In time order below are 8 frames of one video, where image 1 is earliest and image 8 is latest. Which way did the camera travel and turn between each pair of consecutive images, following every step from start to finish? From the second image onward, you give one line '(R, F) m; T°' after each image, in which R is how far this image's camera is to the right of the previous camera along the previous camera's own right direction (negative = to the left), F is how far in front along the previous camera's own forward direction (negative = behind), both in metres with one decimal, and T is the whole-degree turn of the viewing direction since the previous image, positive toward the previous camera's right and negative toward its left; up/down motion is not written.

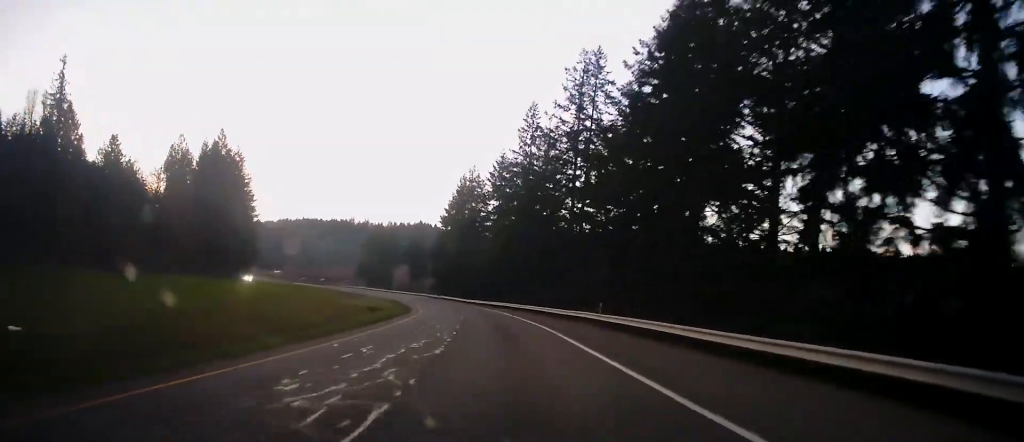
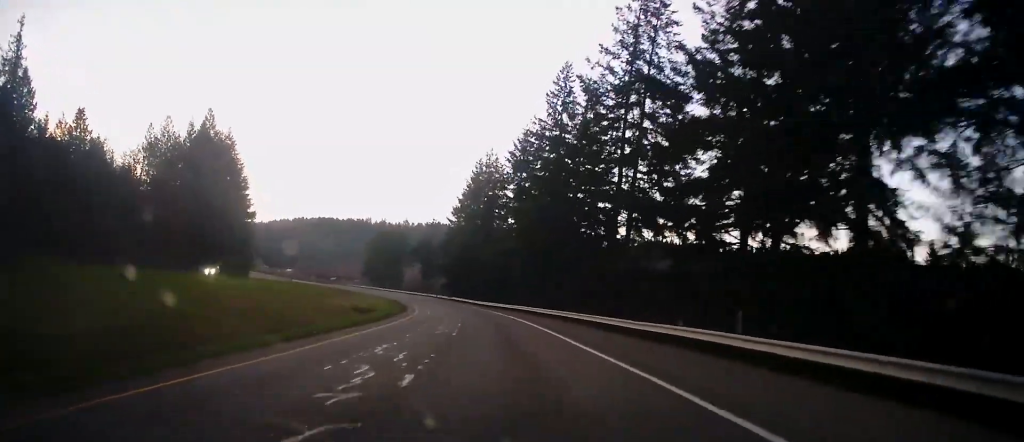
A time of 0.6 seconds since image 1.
(-0.2, +17.4) m; -1°
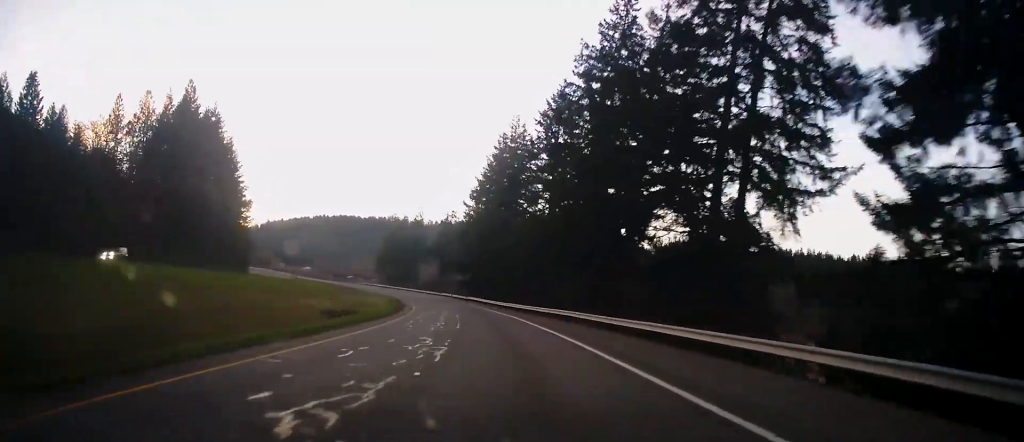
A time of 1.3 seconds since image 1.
(-0.3, +20.4) m; -2°
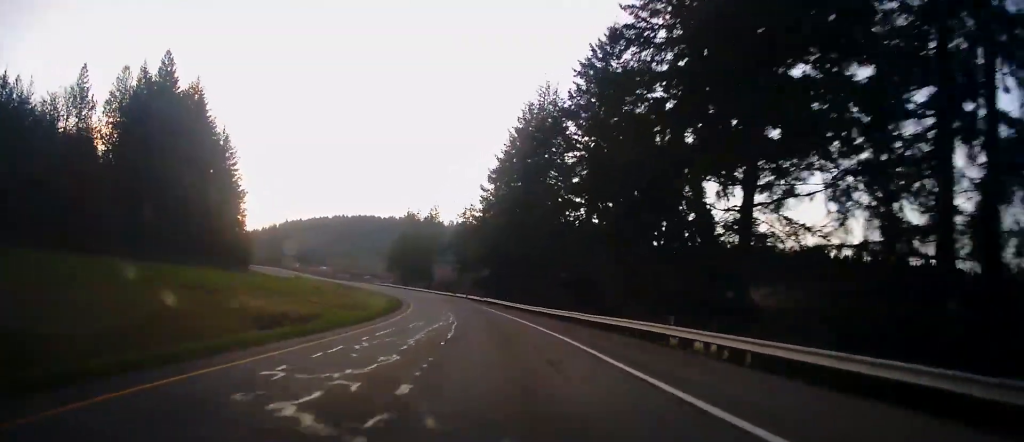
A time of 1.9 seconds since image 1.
(-0.3, +17.5) m; -2°
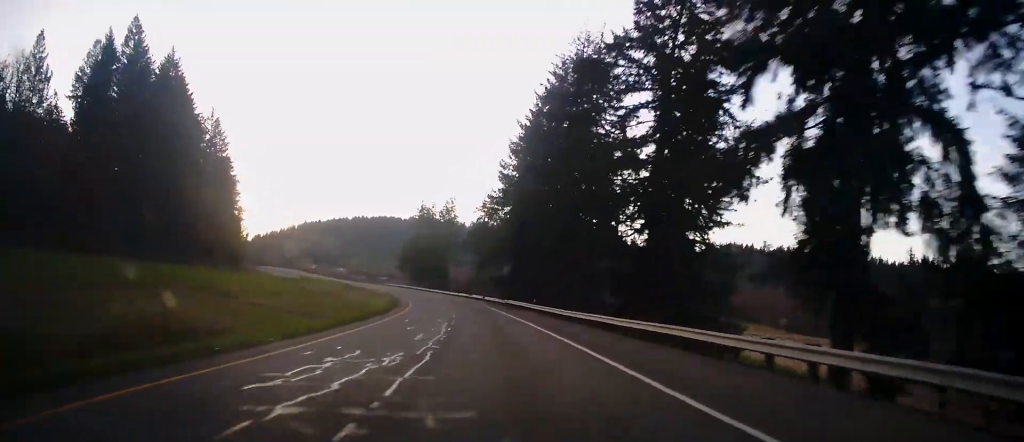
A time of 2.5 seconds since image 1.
(-0.2, +17.5) m; -2°
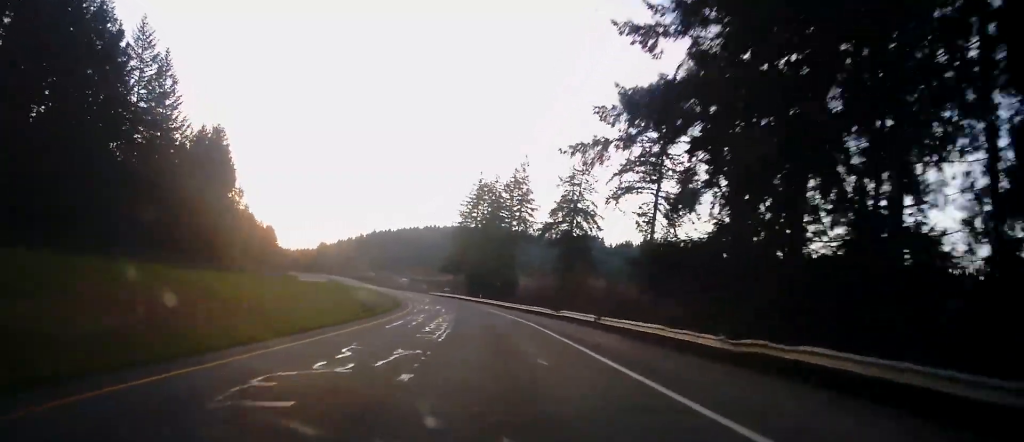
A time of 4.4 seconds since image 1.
(-3.5, +55.0) m; -7°
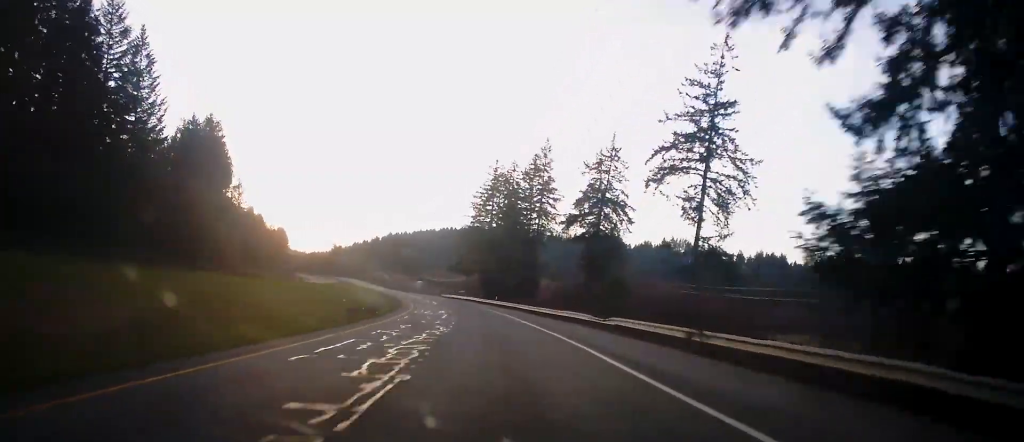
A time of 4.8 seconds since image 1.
(-0.2, +12.5) m; -2°
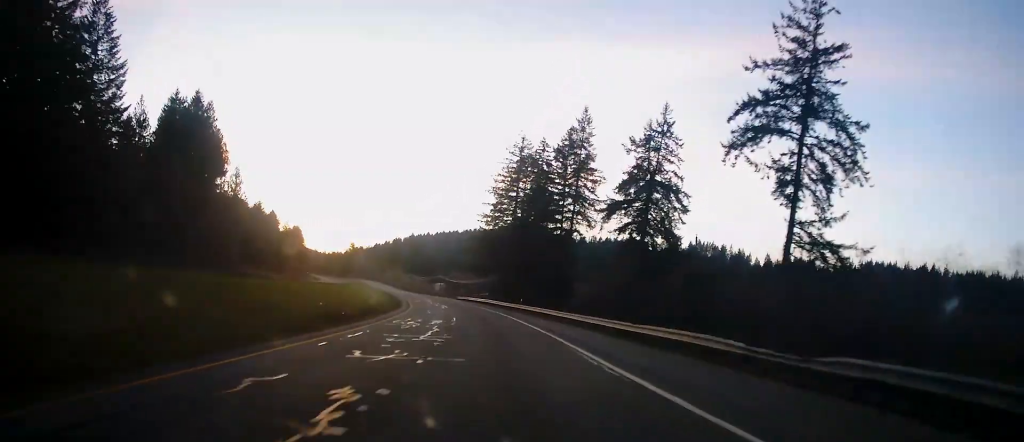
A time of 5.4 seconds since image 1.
(-0.1, +17.3) m; -2°
